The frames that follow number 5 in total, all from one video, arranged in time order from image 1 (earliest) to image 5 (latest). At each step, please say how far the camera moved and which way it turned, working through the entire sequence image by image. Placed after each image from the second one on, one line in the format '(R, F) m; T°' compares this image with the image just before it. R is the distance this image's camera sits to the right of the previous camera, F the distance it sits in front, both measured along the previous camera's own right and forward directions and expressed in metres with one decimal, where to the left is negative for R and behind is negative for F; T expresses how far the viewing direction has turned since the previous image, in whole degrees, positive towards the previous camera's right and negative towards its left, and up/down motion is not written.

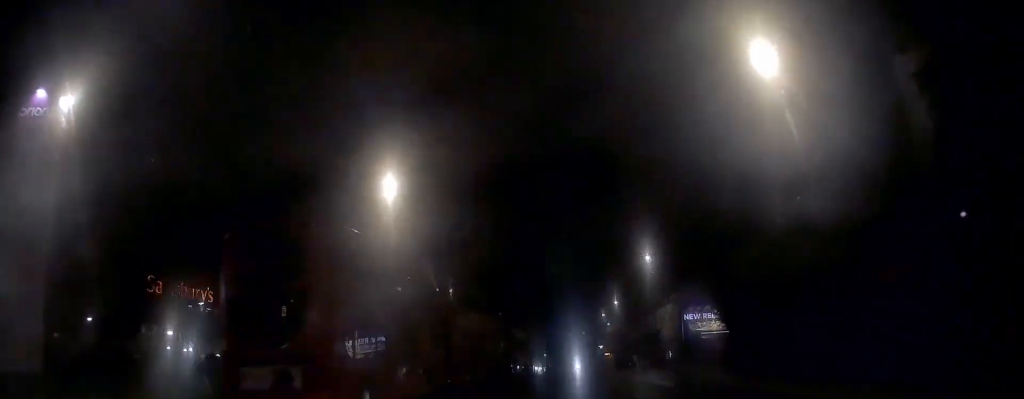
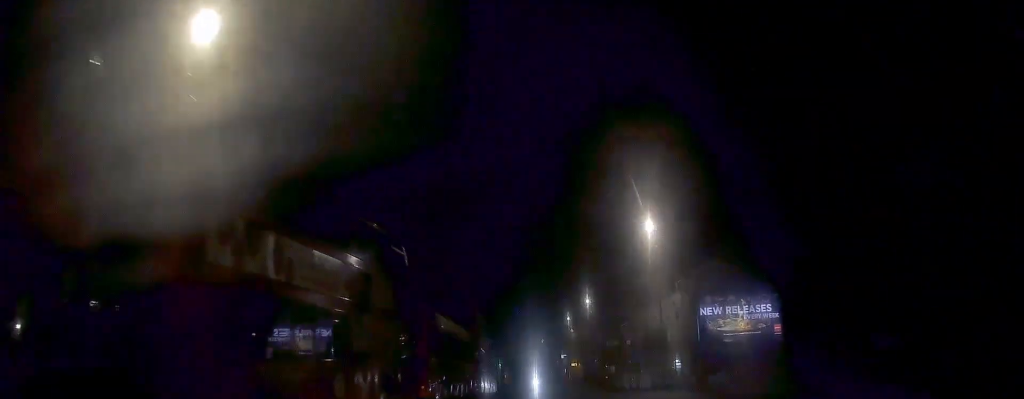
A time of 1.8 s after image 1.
(+0.6, +16.9) m; +3°
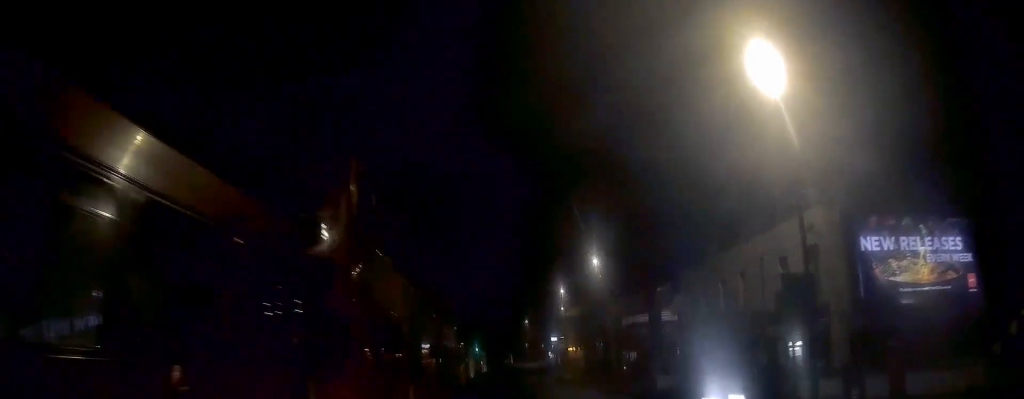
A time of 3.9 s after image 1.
(+0.4, +20.7) m; +2°
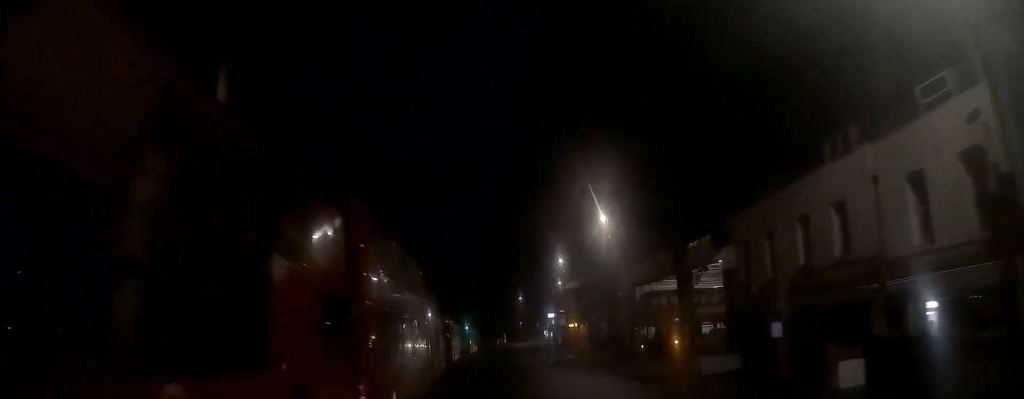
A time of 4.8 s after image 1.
(+0.1, +8.8) m; 0°
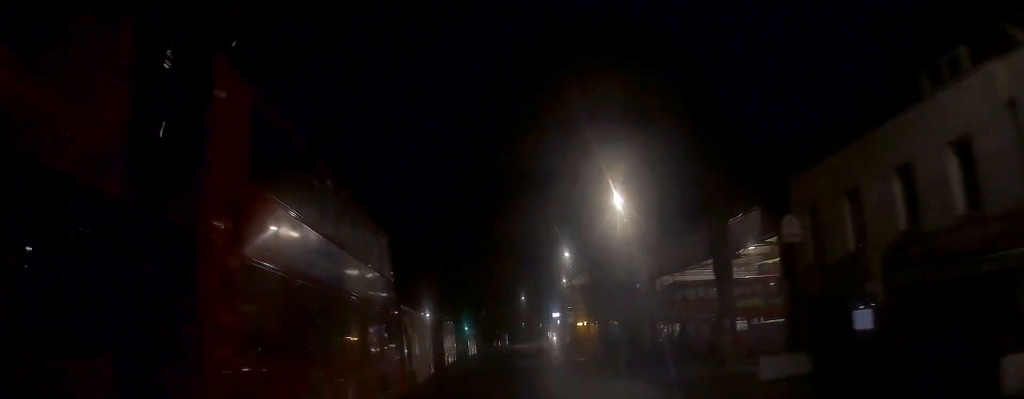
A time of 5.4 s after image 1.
(+0.1, +5.7) m; -2°
